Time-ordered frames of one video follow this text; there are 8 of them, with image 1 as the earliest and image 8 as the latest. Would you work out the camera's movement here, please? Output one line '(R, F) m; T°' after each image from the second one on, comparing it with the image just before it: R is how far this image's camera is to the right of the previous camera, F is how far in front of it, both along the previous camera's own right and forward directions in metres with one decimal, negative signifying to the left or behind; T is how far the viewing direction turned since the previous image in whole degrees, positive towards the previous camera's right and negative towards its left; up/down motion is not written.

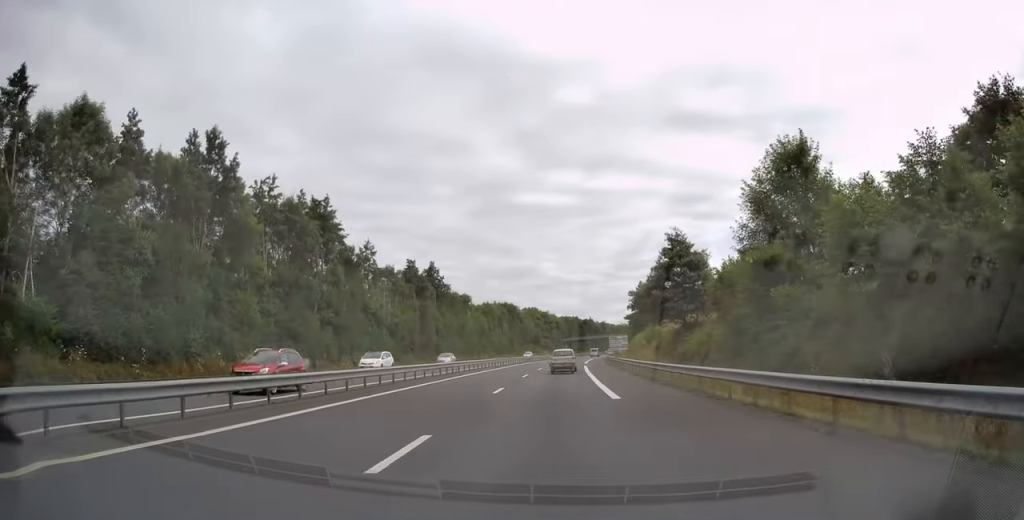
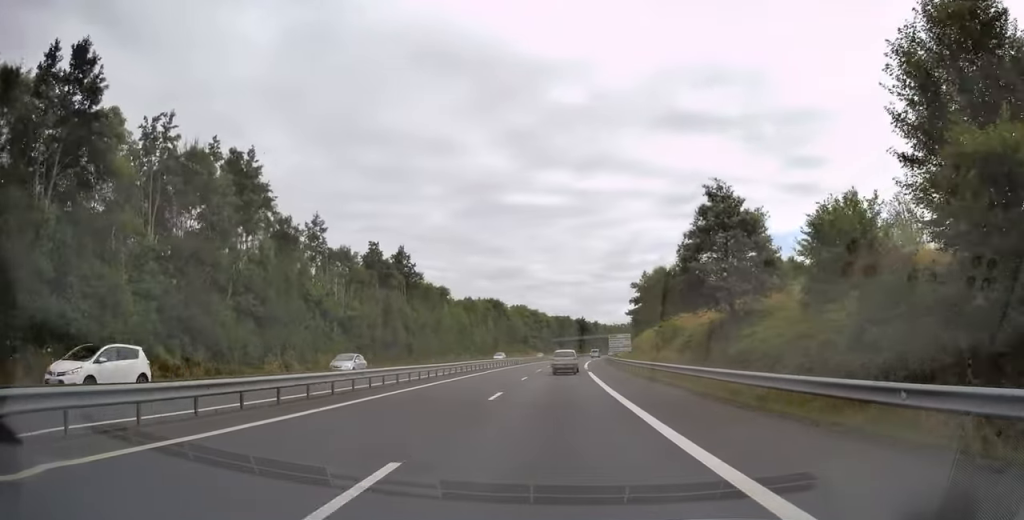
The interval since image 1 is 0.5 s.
(+0.1, +15.5) m; +1°
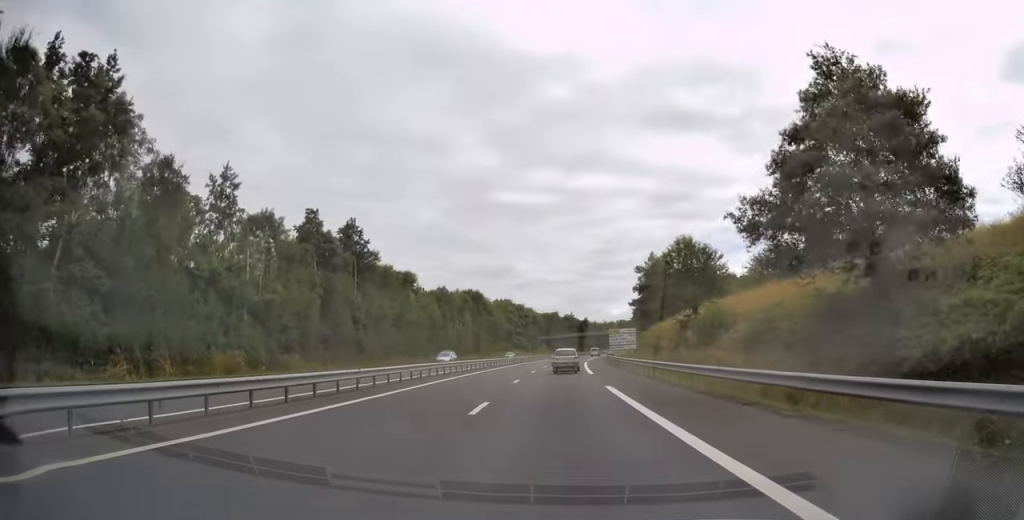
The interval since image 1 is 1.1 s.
(+0.2, +17.6) m; +1°
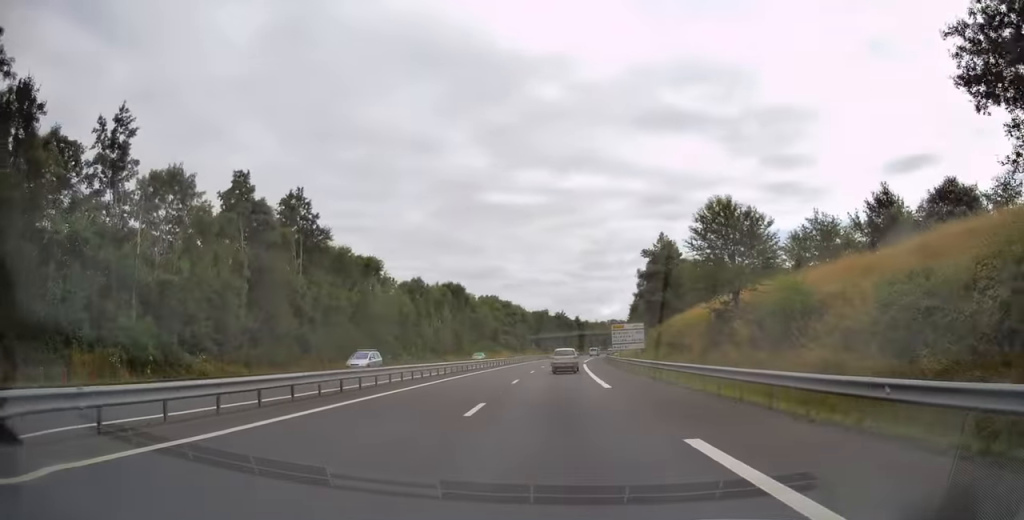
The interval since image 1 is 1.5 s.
(0.0, +13.5) m; +1°
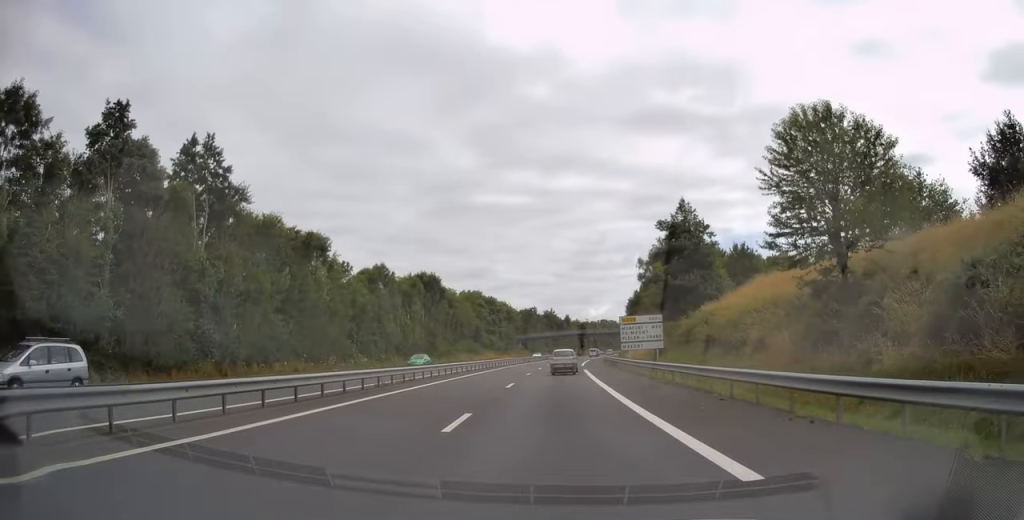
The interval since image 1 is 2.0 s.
(+0.2, +15.5) m; +1°
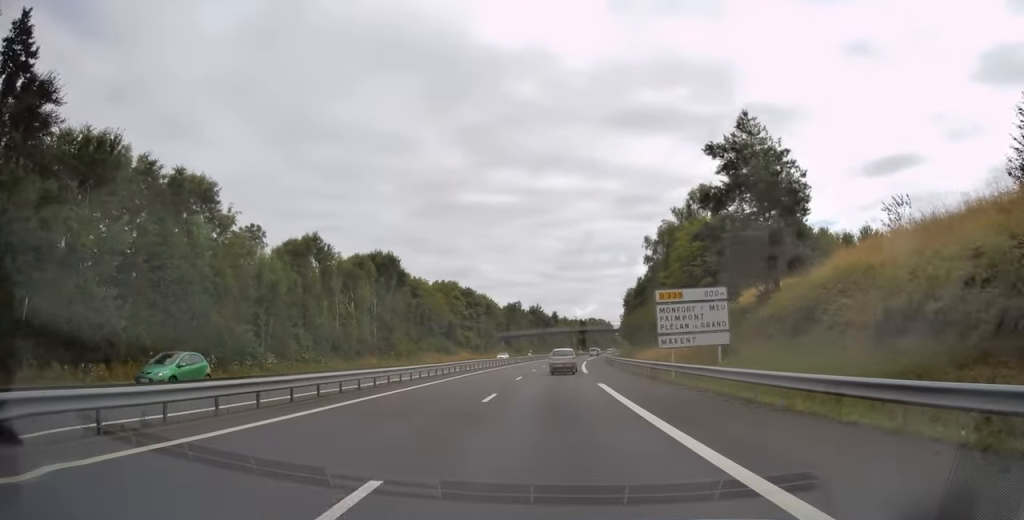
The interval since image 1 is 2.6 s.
(+0.2, +20.2) m; +1°
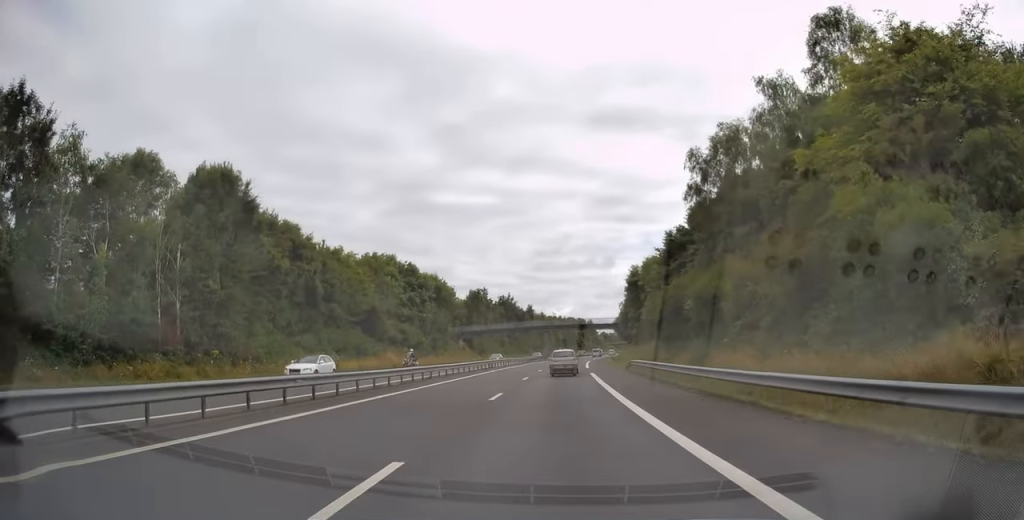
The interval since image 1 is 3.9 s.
(+0.8, +38.3) m; +2°
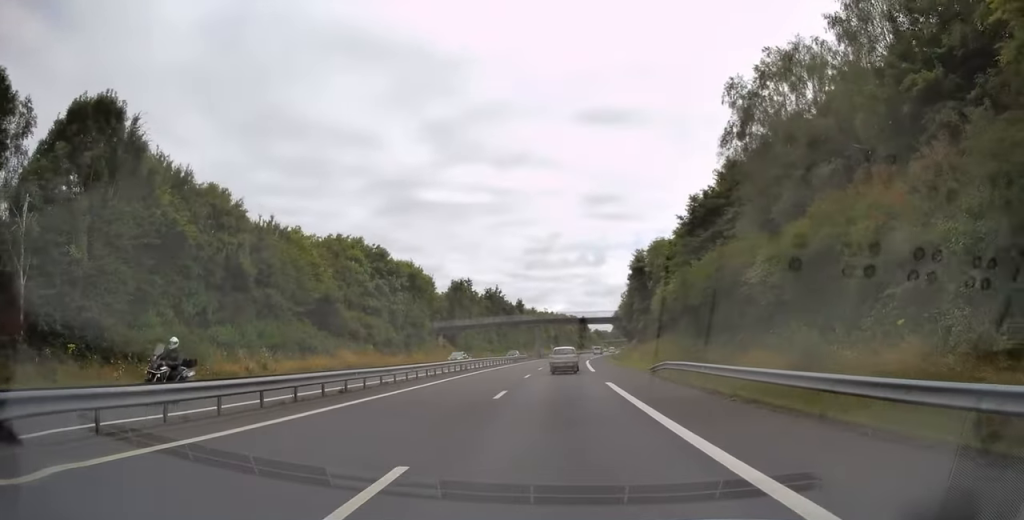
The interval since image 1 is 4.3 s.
(+0.2, +13.5) m; +1°
